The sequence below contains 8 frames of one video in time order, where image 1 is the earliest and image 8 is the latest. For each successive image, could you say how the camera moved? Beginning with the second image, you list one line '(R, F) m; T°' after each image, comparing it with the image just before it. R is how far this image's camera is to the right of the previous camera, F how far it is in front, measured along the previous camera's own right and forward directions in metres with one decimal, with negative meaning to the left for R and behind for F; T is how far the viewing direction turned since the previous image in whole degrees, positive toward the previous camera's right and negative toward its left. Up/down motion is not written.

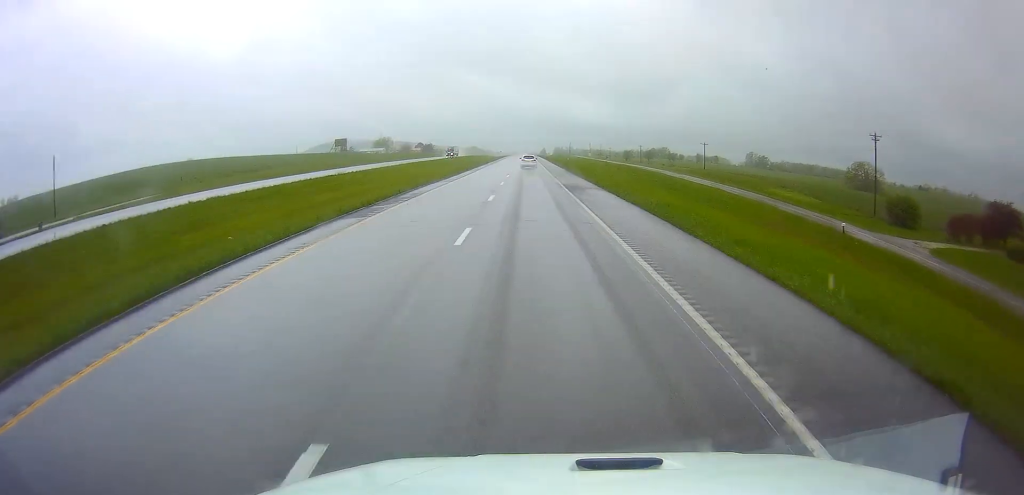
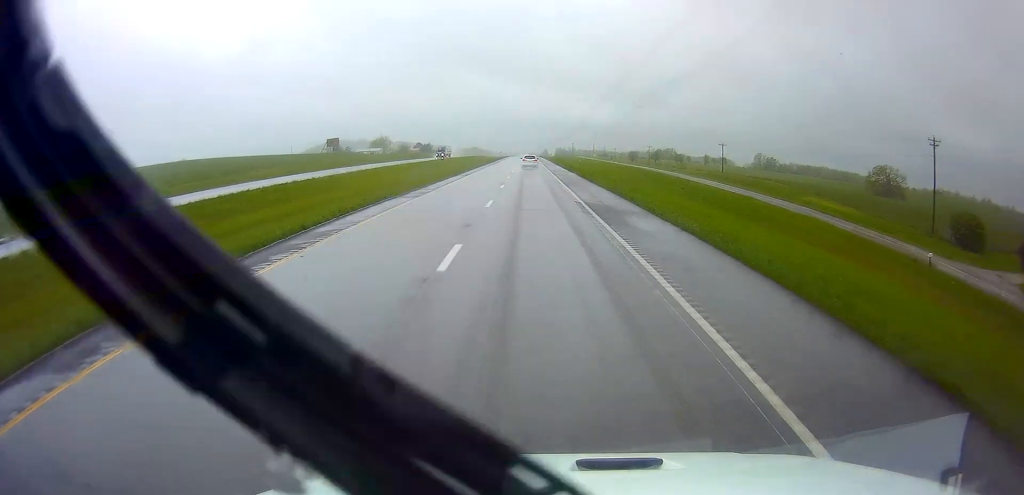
(-0.1, +15.0) m; 0°
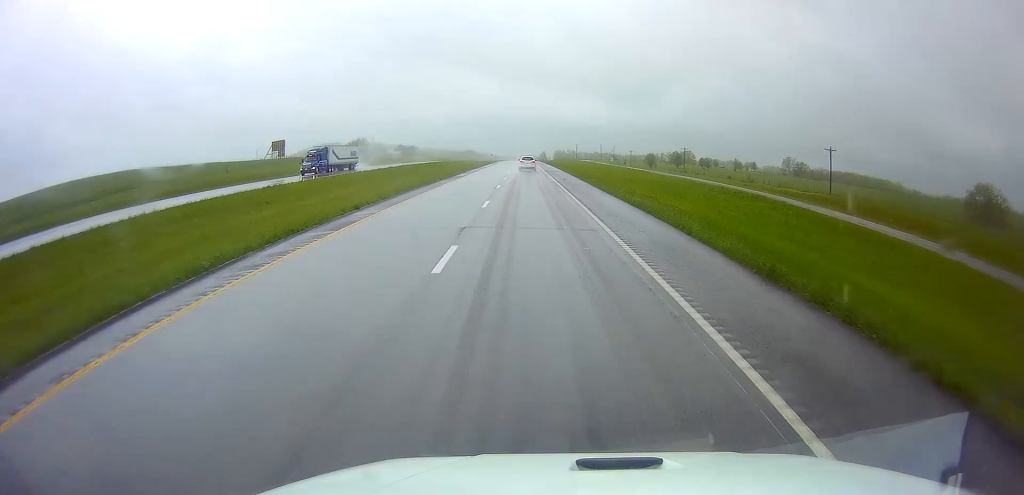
(+0.4, +60.9) m; 0°
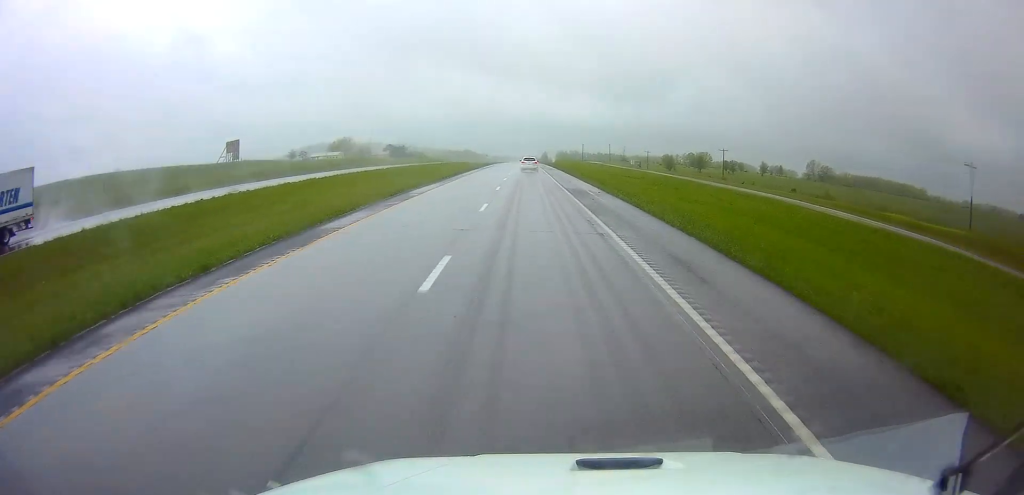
(0.0, +37.6) m; 0°
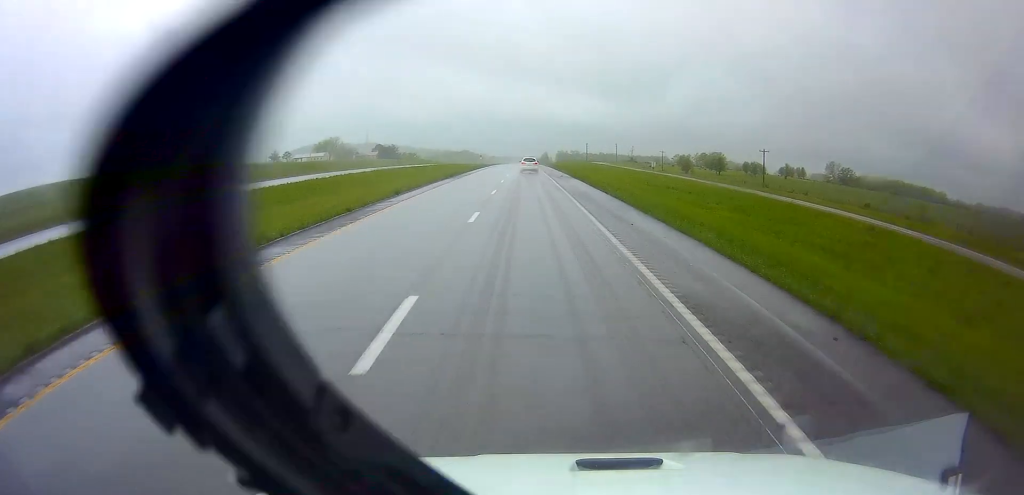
(-0.1, +27.6) m; 0°
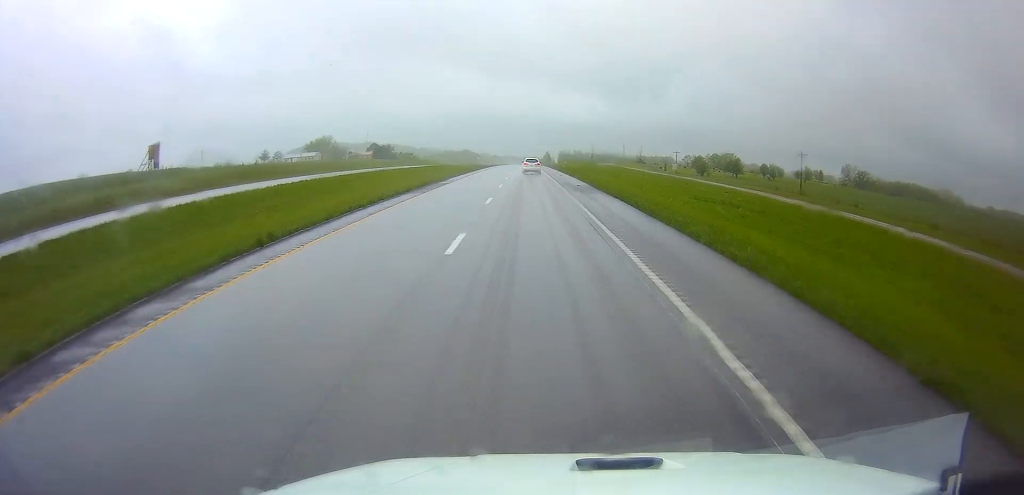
(-0.1, +17.7) m; 0°
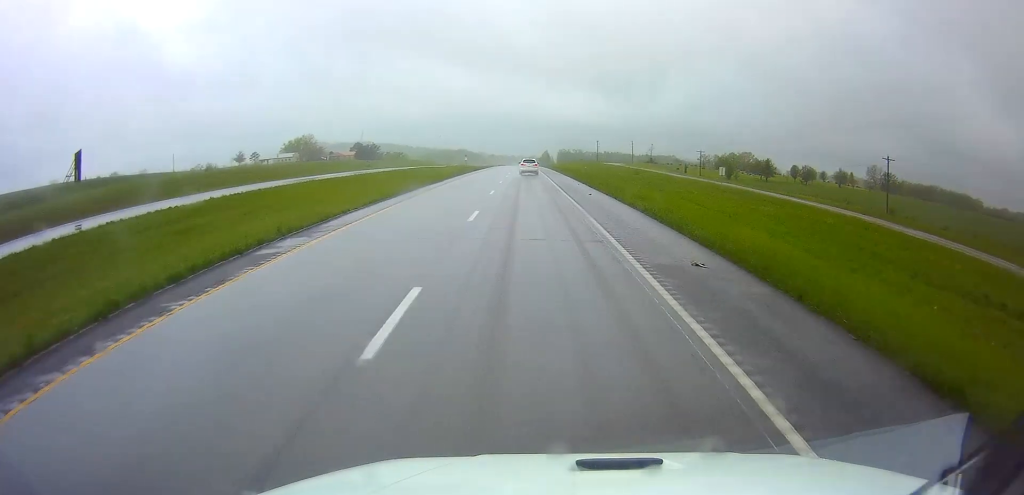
(+0.2, +30.6) m; 0°
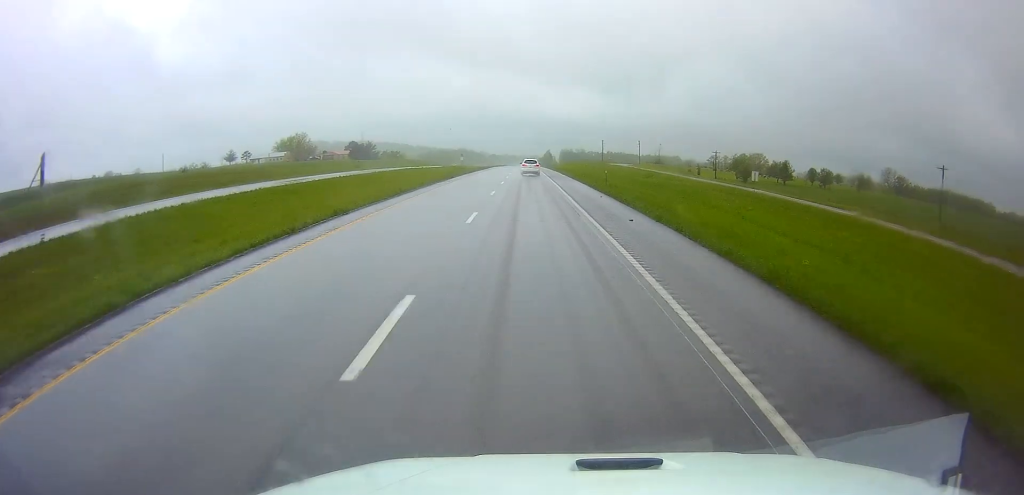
(-0.1, +12.7) m; 0°
